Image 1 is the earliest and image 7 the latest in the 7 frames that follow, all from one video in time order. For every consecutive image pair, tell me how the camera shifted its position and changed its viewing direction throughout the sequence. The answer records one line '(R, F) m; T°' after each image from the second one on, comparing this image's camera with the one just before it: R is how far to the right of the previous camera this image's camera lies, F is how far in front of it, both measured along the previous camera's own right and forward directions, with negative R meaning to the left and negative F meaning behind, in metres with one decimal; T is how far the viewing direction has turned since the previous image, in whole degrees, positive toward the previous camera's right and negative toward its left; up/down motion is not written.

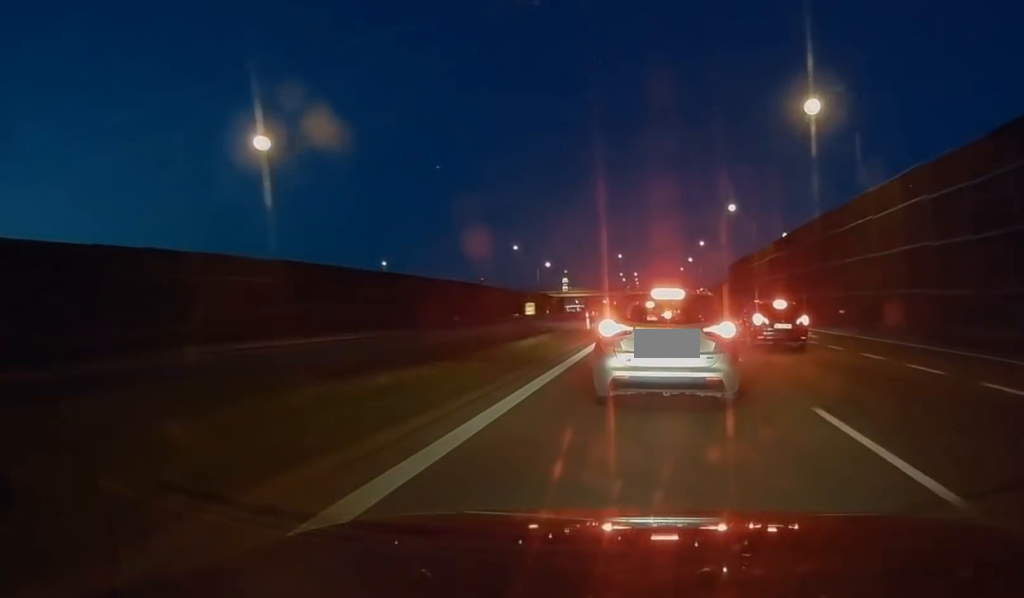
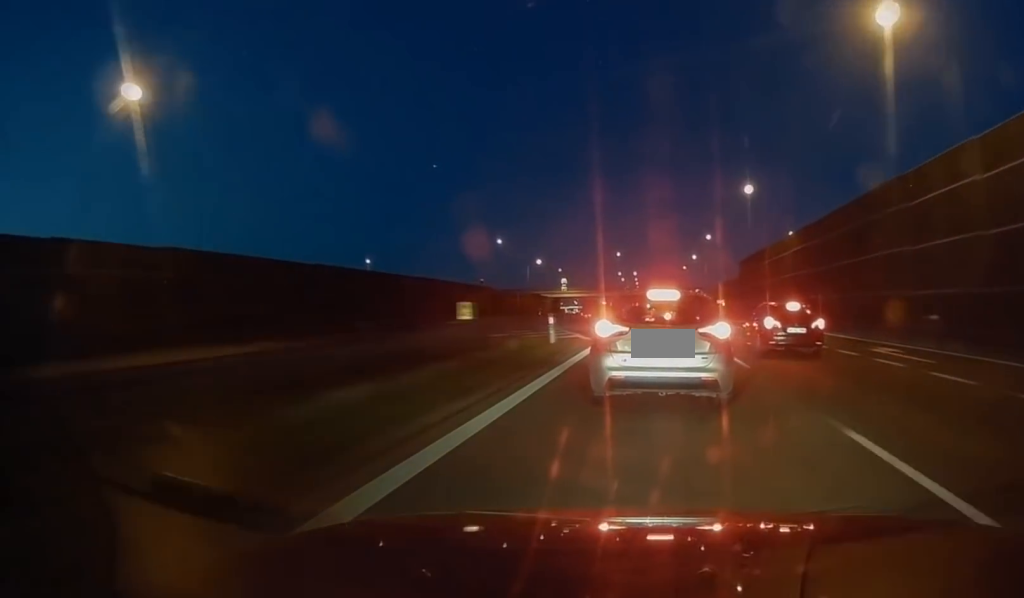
(0.0, +13.0) m; 0°
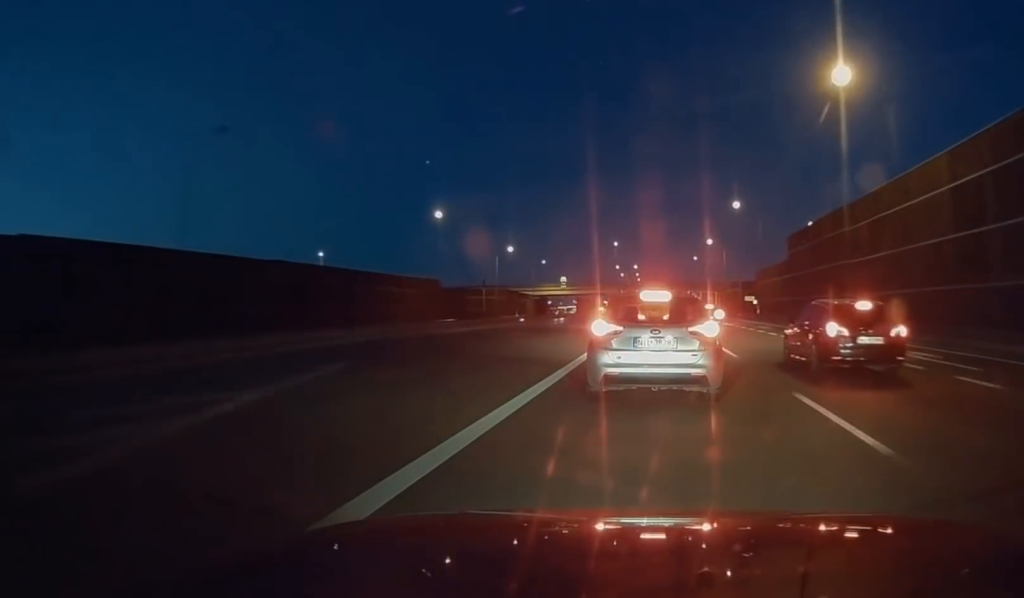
(0.0, +33.9) m; 0°
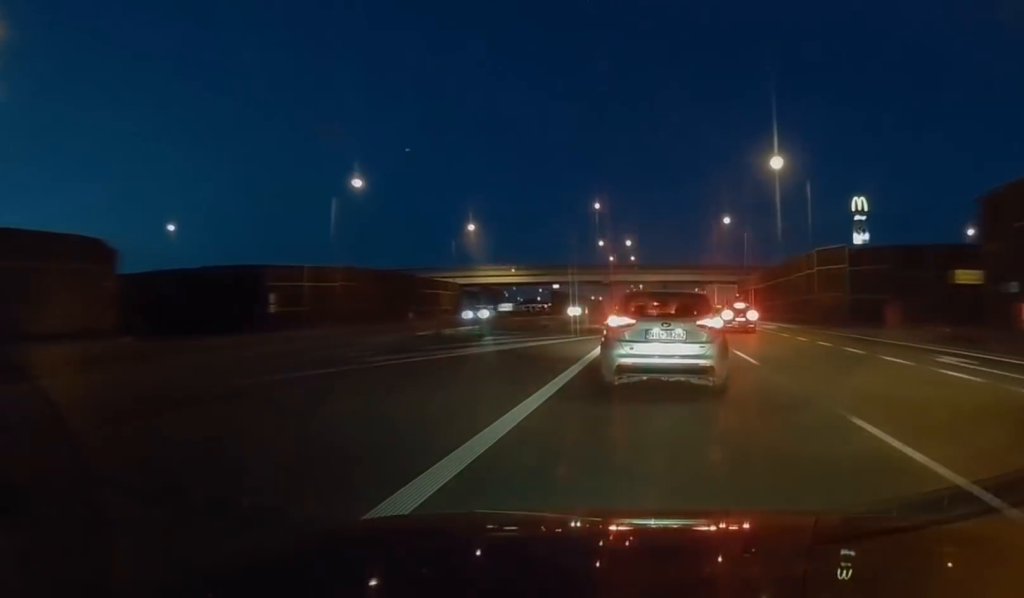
(0.0, +62.6) m; 0°
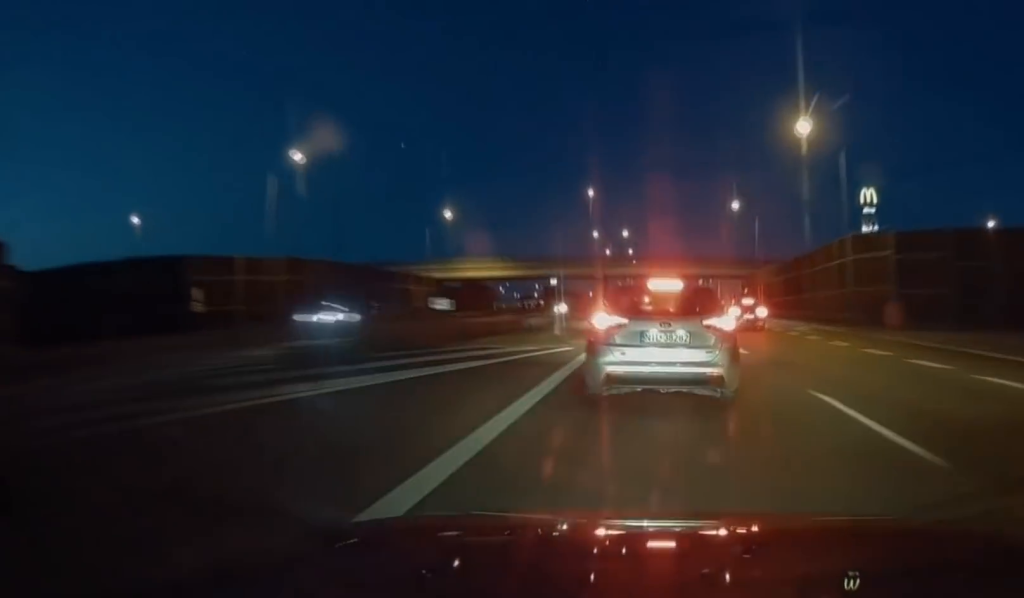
(0.0, +9.0) m; 0°
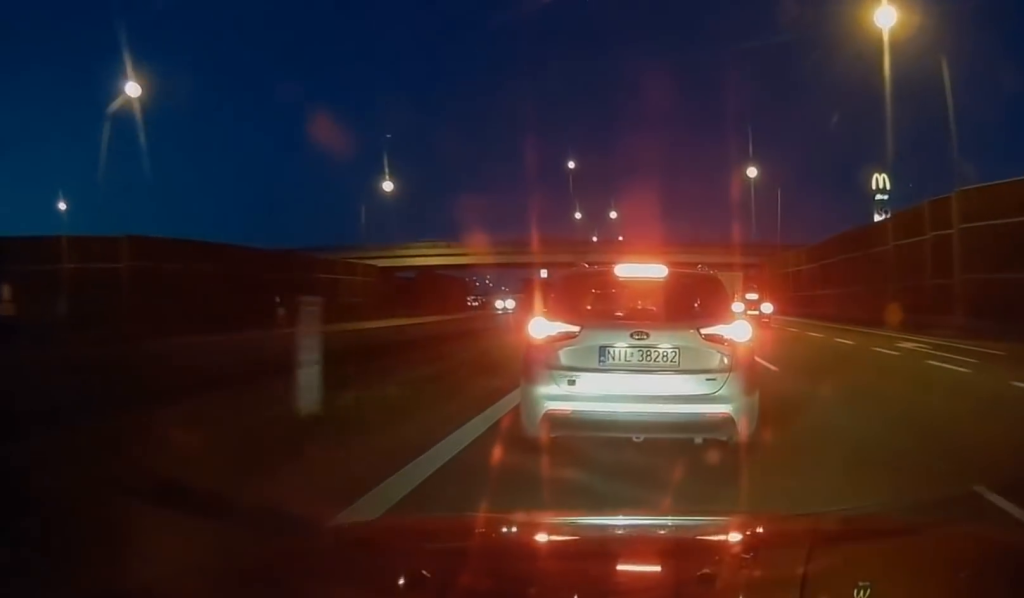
(-0.1, +18.2) m; 0°
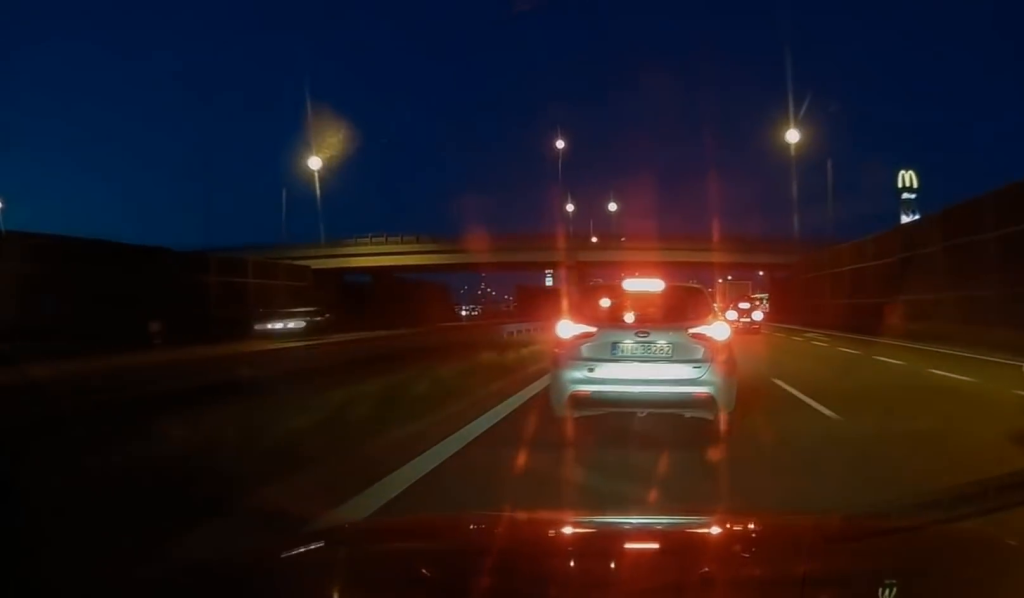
(0.0, +20.1) m; 0°
